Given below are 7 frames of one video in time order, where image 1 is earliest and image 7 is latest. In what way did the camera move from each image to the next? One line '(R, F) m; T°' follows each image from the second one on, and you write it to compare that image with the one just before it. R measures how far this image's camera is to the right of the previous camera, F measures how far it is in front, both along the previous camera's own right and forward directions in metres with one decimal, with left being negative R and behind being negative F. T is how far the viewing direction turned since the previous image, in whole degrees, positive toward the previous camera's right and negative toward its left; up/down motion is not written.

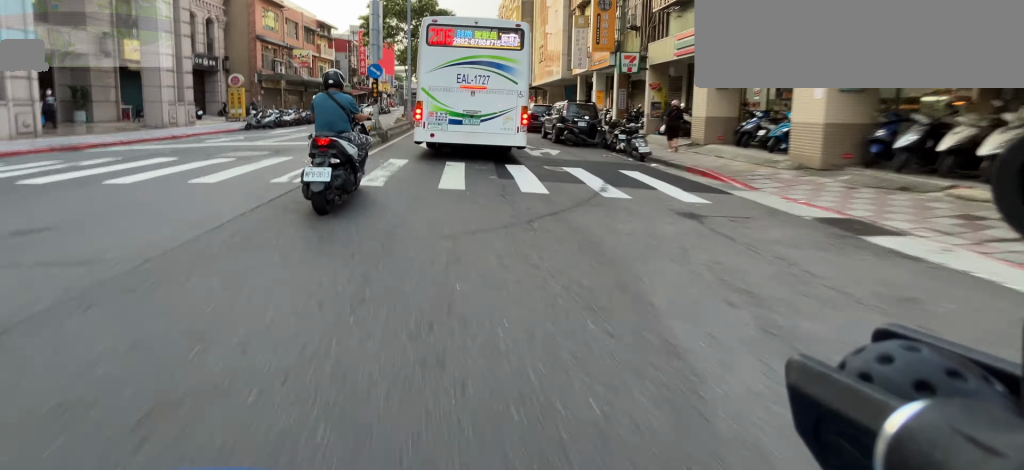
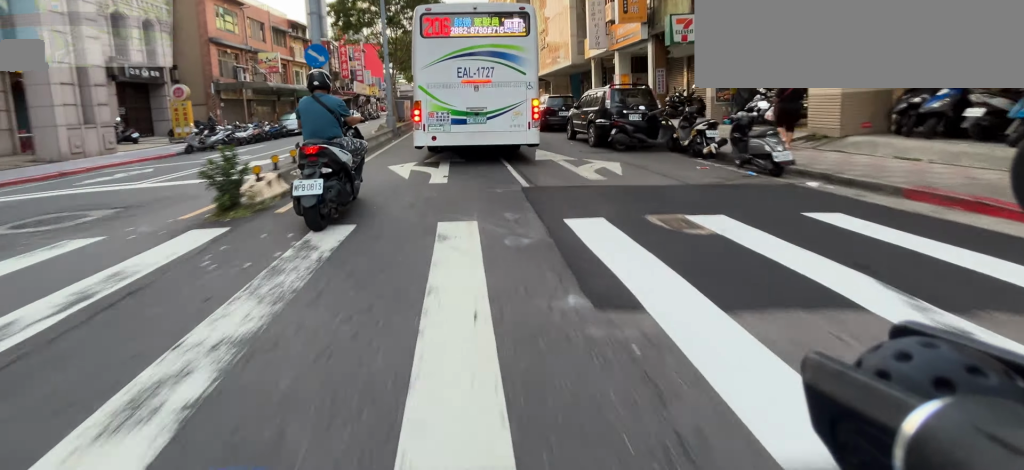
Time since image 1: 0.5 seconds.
(-0.1, +5.6) m; -1°
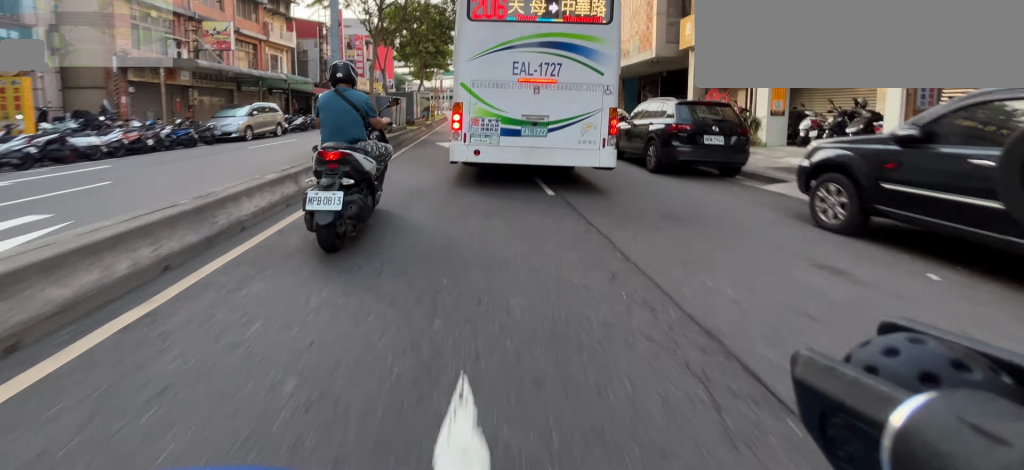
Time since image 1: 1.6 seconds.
(-0.1, +11.3) m; 0°
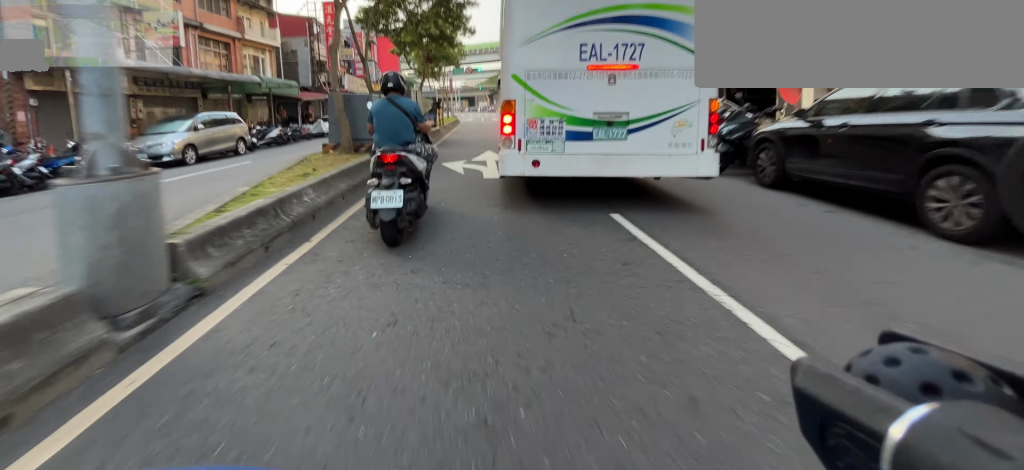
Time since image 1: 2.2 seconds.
(0.0, +6.7) m; +1°
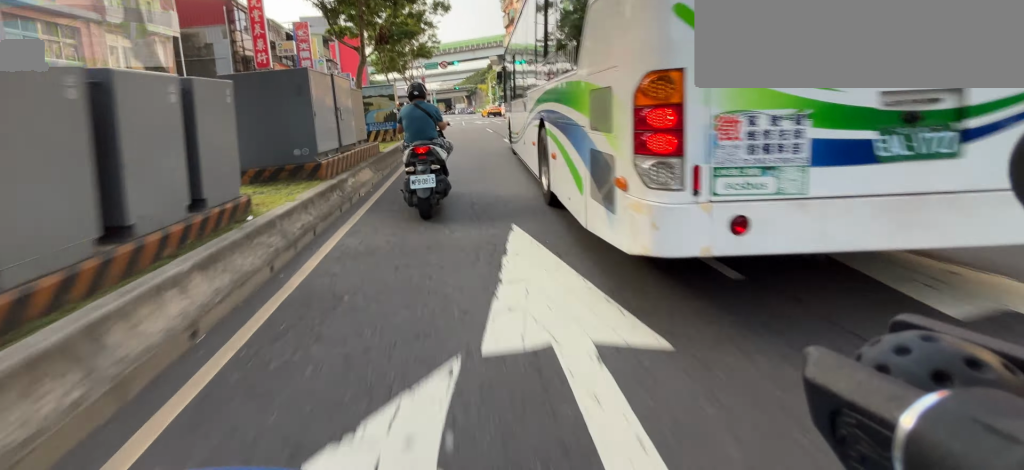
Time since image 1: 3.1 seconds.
(+0.2, +9.6) m; +1°
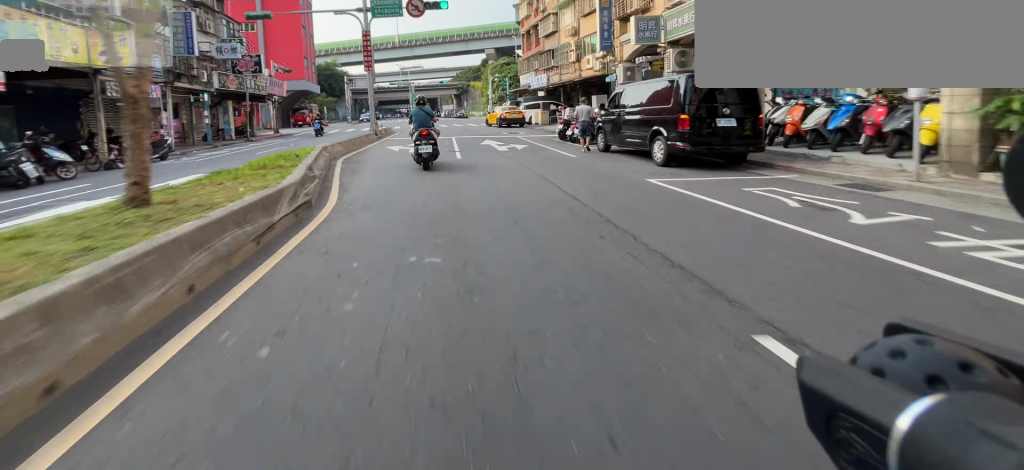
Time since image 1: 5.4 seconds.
(-0.9, +26.3) m; -3°
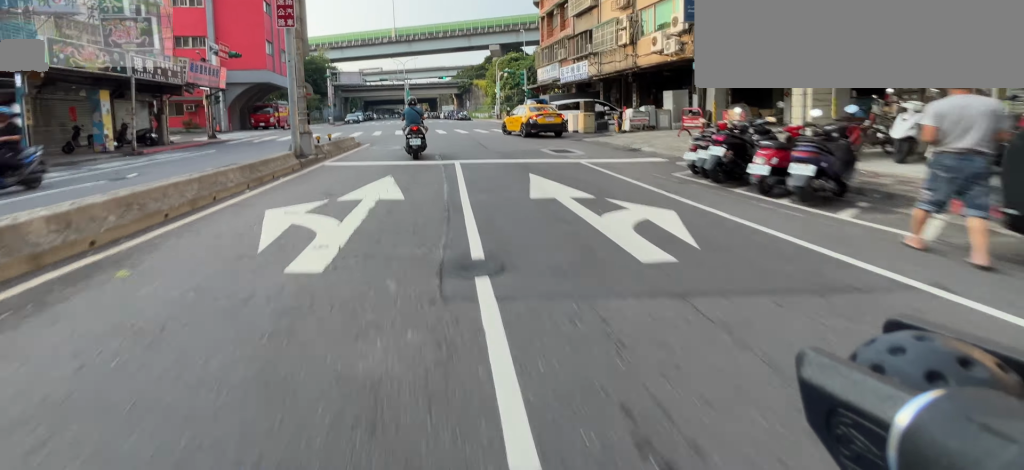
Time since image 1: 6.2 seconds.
(0.0, +10.0) m; +1°
